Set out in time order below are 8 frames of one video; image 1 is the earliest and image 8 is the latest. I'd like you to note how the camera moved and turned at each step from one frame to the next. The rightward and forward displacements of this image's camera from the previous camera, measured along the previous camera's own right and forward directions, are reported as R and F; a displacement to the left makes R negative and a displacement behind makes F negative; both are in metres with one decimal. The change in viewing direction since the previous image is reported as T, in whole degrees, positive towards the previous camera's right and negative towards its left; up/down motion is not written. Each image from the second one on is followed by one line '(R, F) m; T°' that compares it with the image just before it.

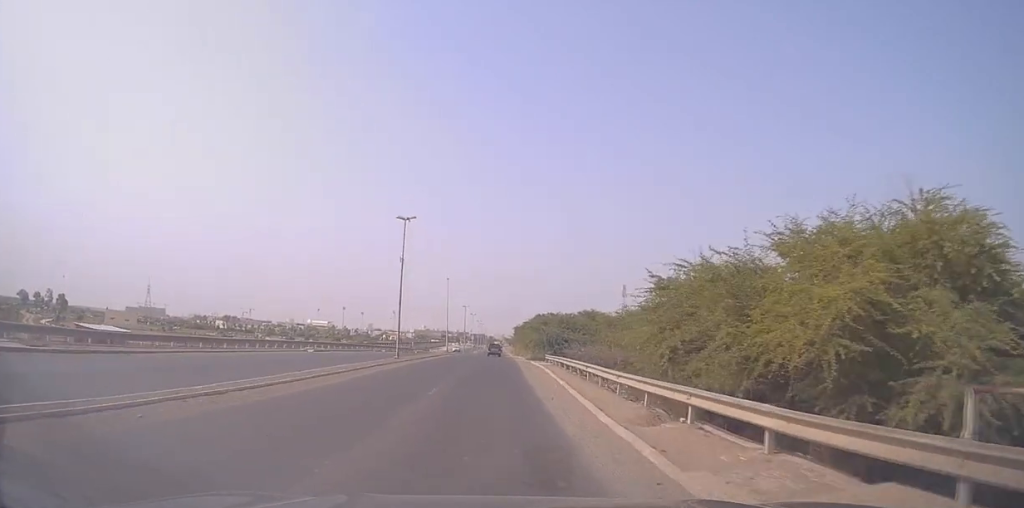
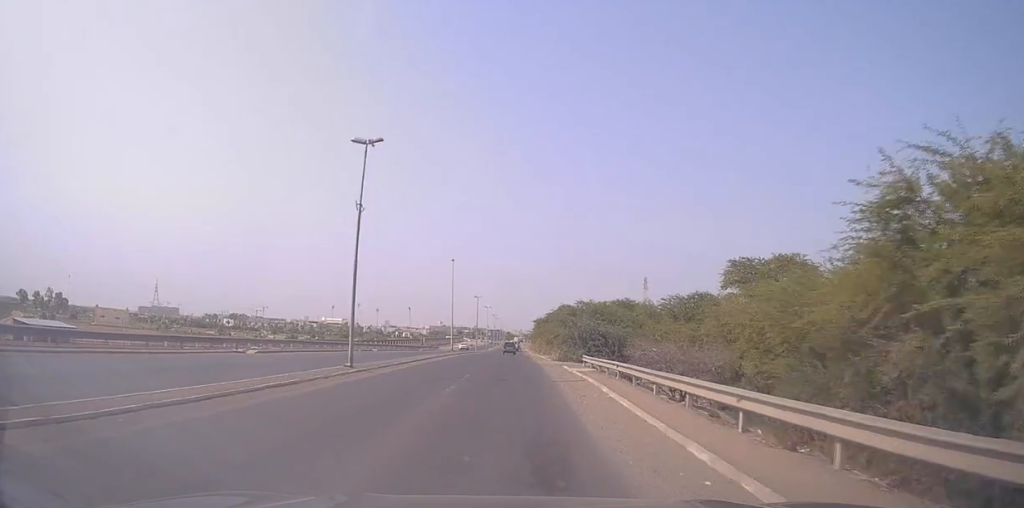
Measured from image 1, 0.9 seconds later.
(+0.1, +14.2) m; +1°
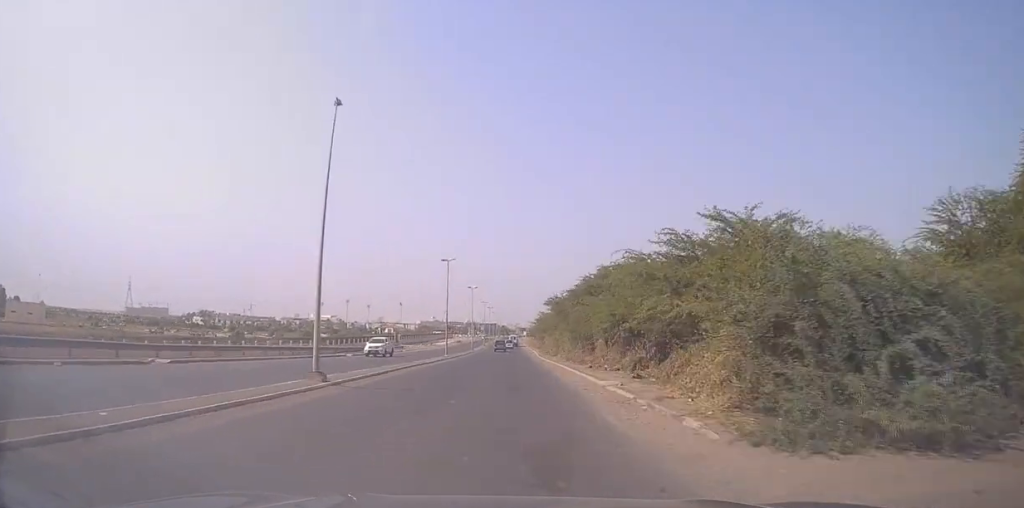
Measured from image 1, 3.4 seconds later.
(-1.0, +39.5) m; -3°
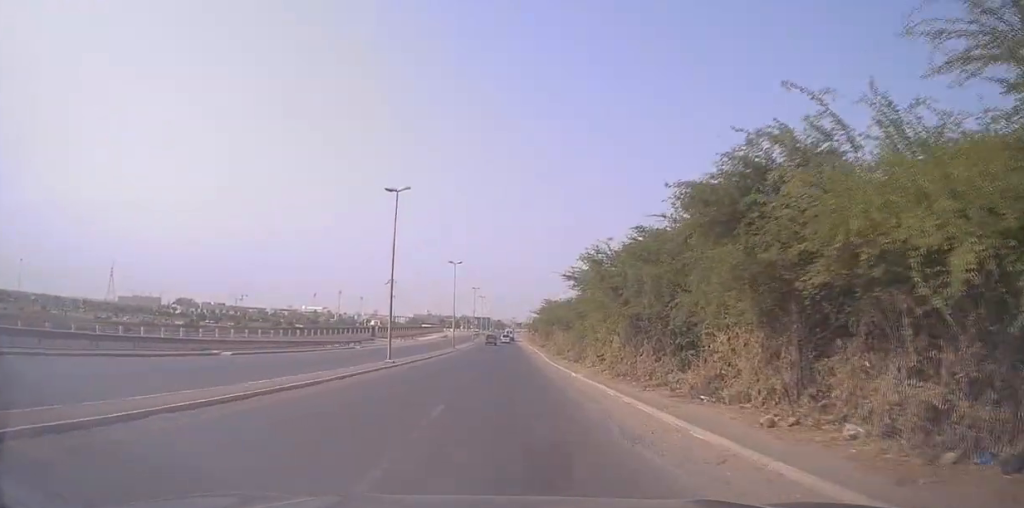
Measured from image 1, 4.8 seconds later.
(+0.1, +23.1) m; 0°
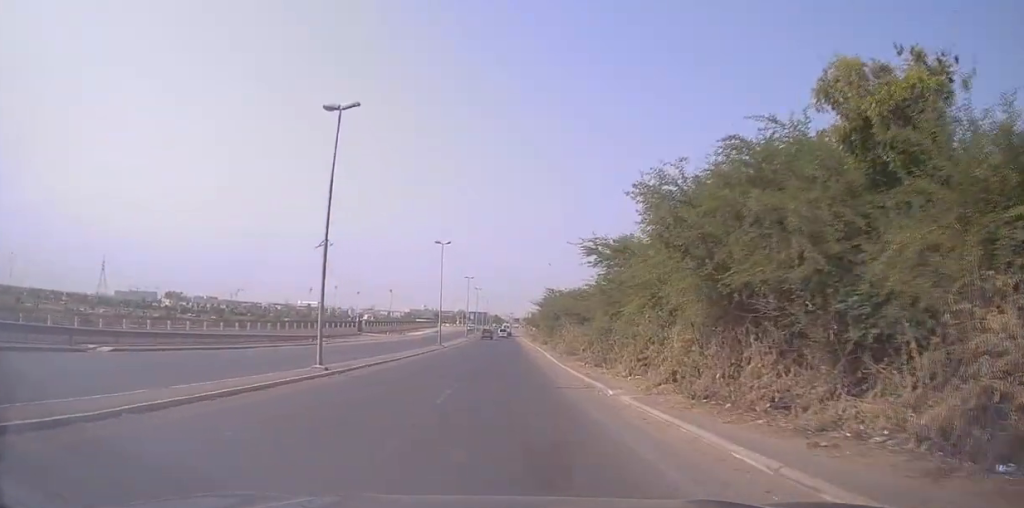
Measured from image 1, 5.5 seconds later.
(-0.1, +10.3) m; +1°
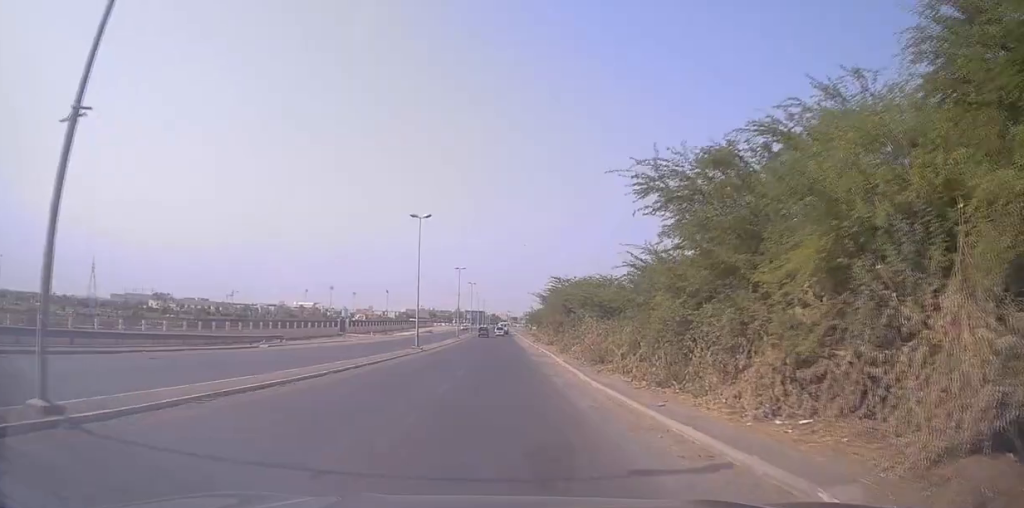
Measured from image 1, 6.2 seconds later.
(0.0, +12.1) m; +2°
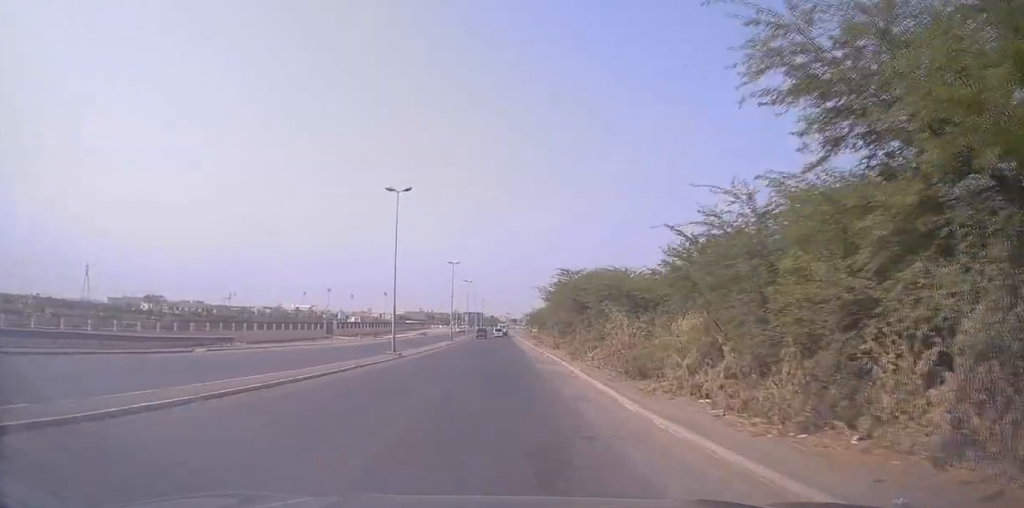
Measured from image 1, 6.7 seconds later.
(+0.3, +8.3) m; +1°
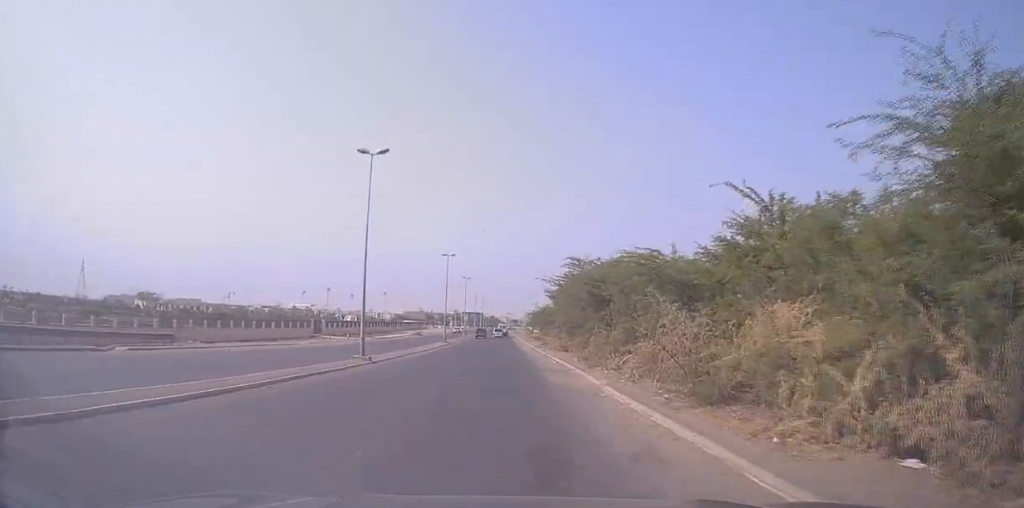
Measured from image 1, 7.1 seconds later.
(+0.3, +7.2) m; +1°
